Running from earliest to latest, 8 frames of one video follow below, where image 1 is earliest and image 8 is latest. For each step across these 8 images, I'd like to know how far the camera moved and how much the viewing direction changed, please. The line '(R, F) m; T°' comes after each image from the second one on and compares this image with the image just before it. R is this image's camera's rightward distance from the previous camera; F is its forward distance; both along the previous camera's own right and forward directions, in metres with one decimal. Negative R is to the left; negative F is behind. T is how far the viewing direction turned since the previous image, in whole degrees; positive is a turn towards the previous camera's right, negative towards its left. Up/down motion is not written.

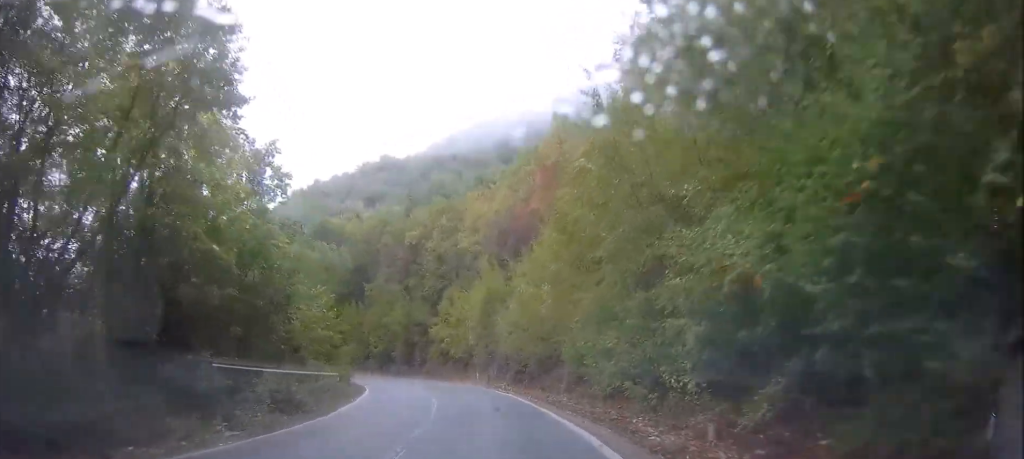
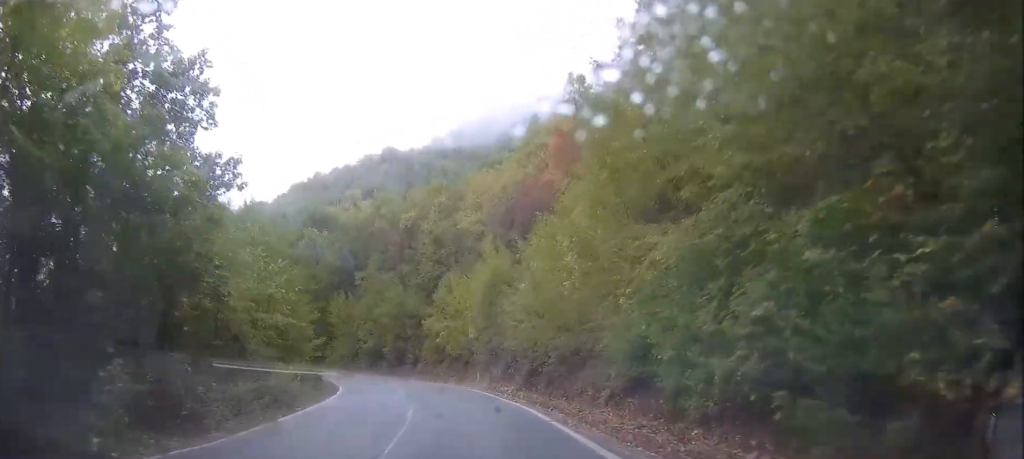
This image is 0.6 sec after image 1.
(-0.1, +8.2) m; -2°
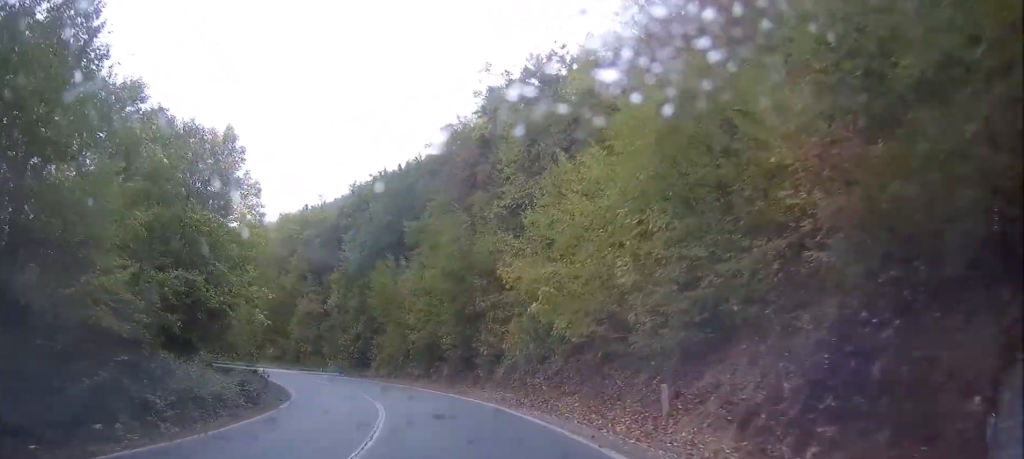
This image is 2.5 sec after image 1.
(-2.2, +28.0) m; -8°
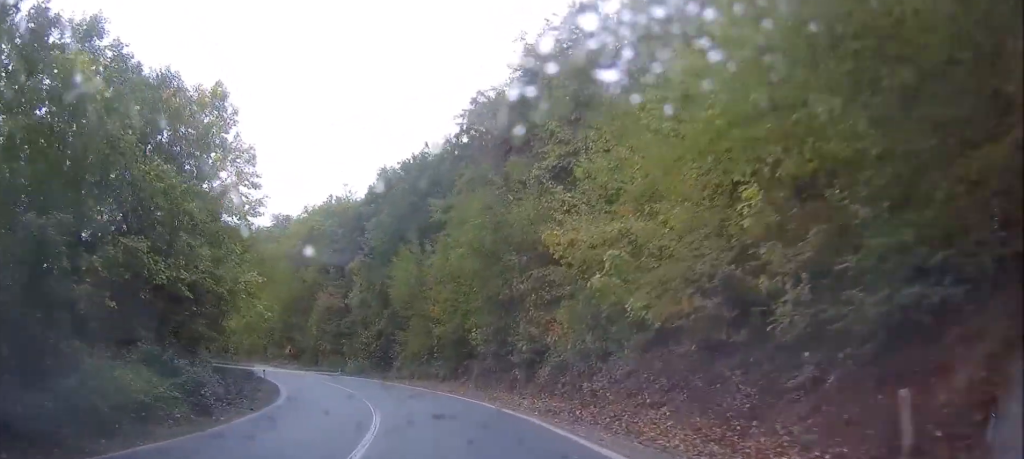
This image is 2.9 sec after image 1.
(+0.2, +6.3) m; -2°
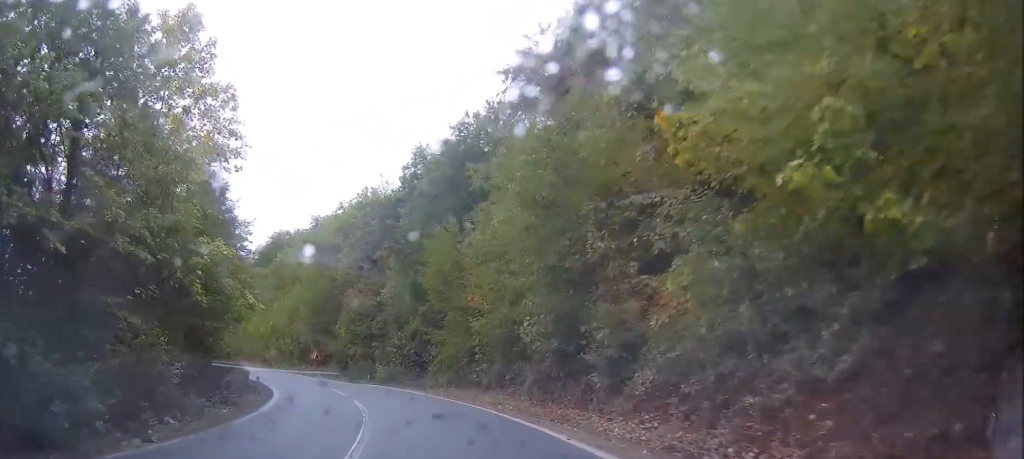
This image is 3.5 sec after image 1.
(-0.2, +8.3) m; -4°
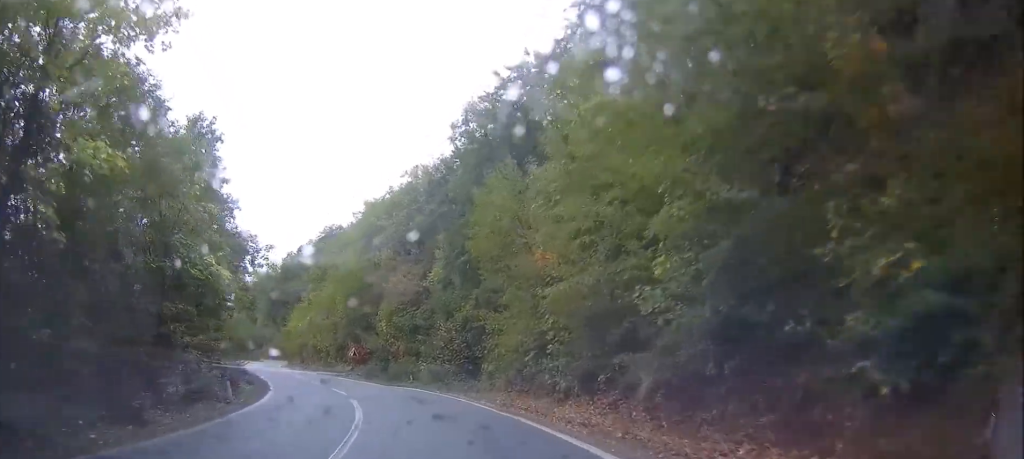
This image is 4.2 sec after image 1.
(-0.4, +9.9) m; -6°
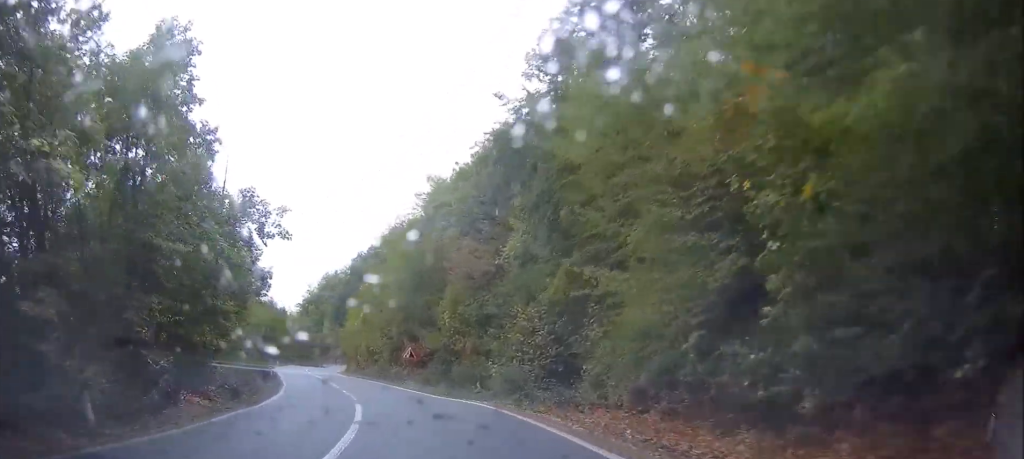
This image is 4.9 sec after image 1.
(-0.8, +11.6) m; -7°
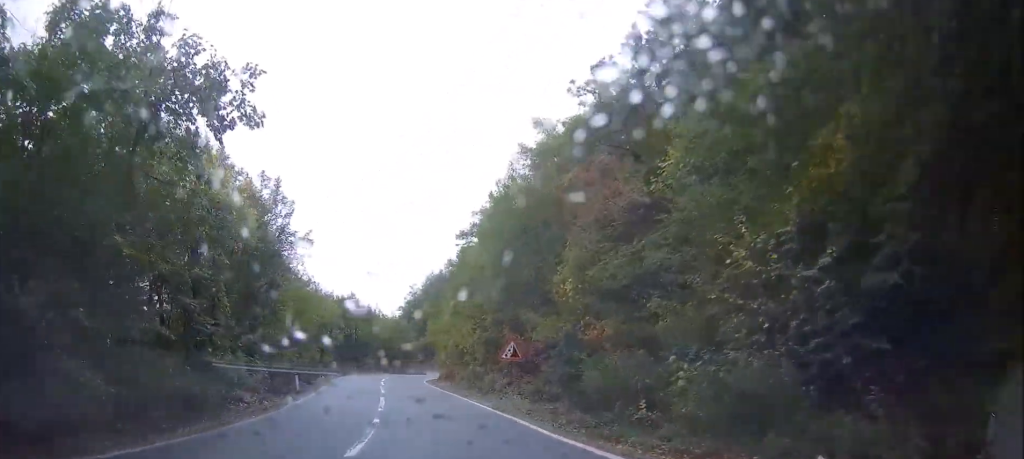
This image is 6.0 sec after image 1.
(-1.5, +16.3) m; -9°
